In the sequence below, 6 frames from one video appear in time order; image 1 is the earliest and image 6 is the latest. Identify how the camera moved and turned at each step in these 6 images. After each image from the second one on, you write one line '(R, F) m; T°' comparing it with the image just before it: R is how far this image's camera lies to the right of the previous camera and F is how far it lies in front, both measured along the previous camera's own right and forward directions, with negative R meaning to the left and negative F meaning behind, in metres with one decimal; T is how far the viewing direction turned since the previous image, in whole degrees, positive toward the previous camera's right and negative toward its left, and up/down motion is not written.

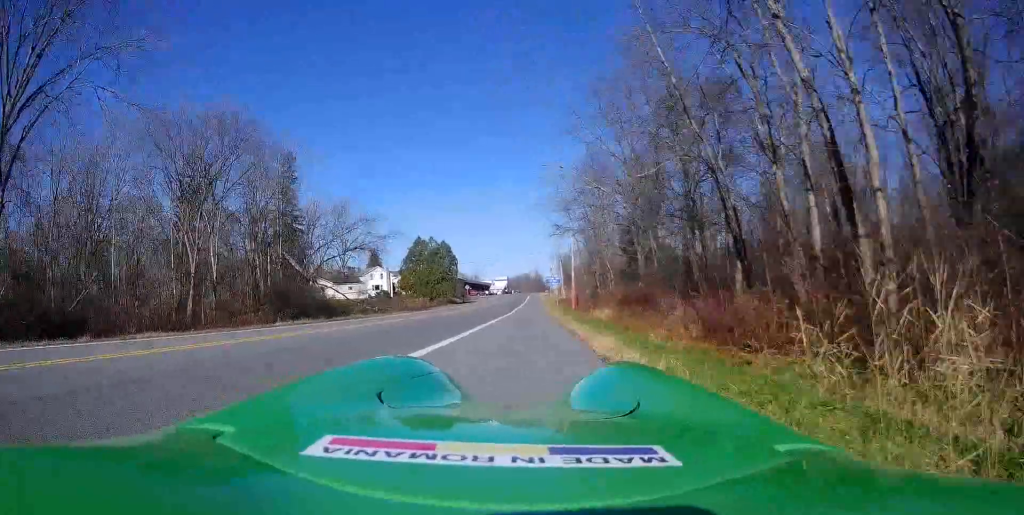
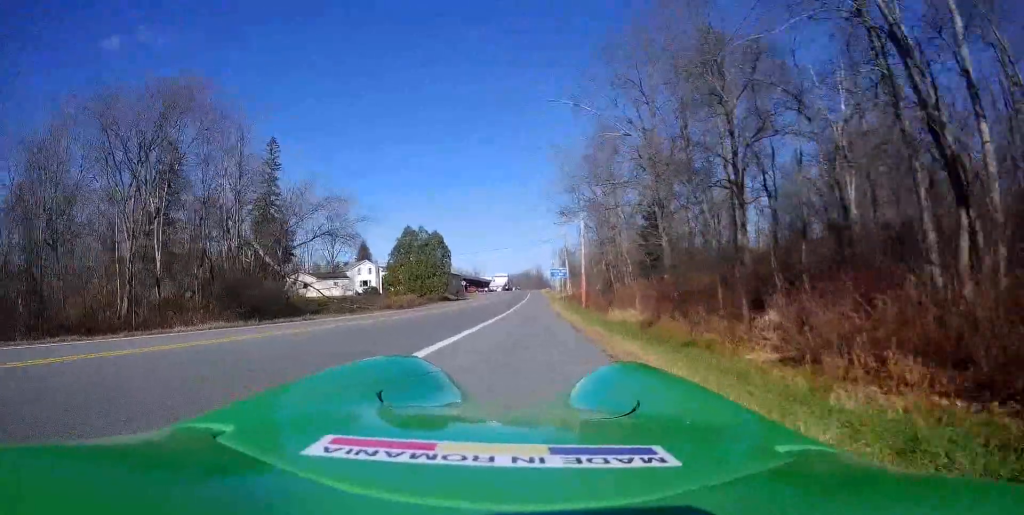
(0.0, +8.9) m; 0°
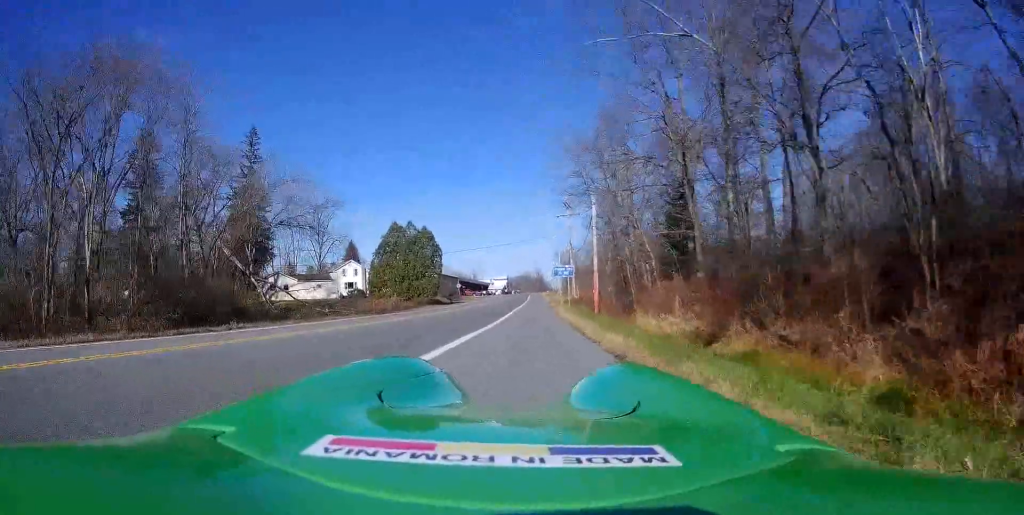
(0.0, +8.2) m; +1°
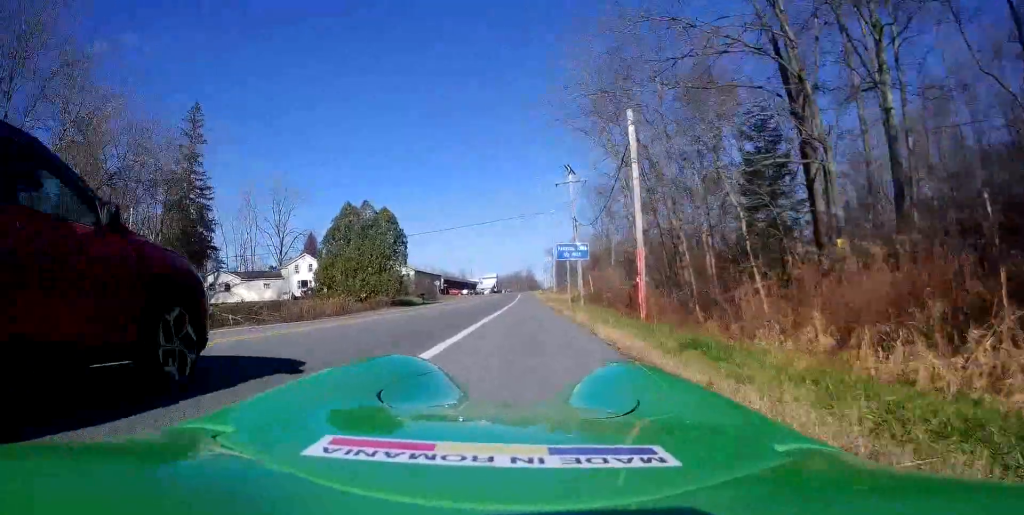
(+0.3, +16.5) m; +2°
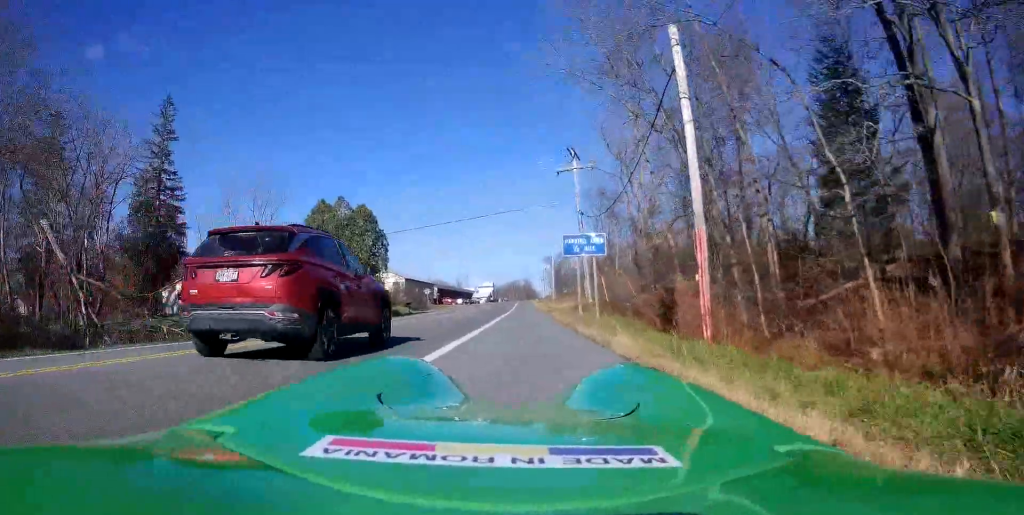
(+0.3, +6.9) m; -2°
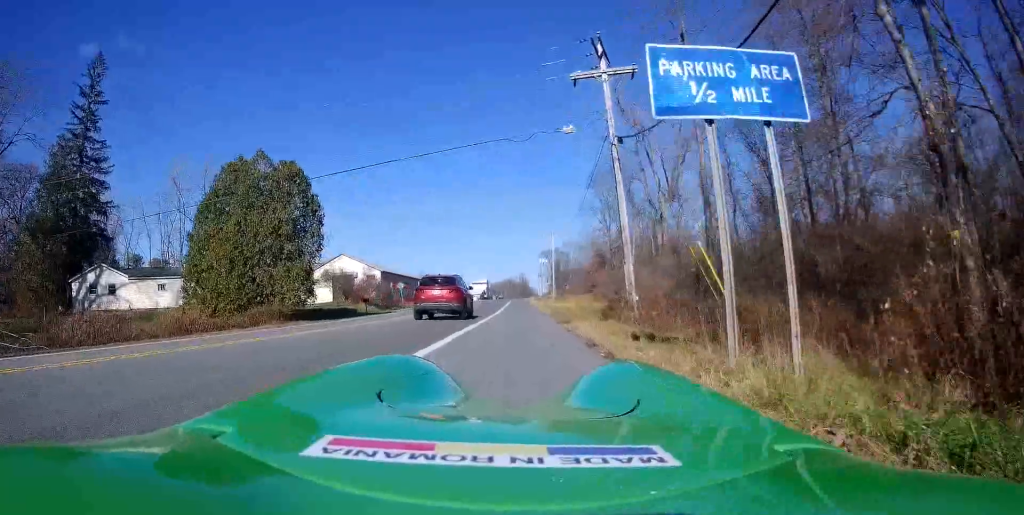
(-0.4, +15.8) m; +1°
